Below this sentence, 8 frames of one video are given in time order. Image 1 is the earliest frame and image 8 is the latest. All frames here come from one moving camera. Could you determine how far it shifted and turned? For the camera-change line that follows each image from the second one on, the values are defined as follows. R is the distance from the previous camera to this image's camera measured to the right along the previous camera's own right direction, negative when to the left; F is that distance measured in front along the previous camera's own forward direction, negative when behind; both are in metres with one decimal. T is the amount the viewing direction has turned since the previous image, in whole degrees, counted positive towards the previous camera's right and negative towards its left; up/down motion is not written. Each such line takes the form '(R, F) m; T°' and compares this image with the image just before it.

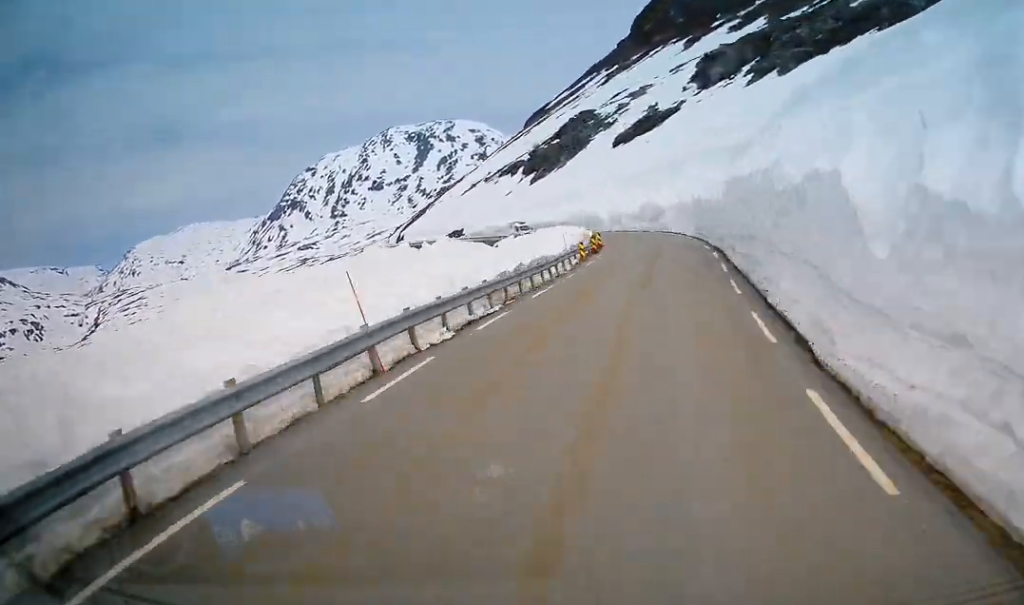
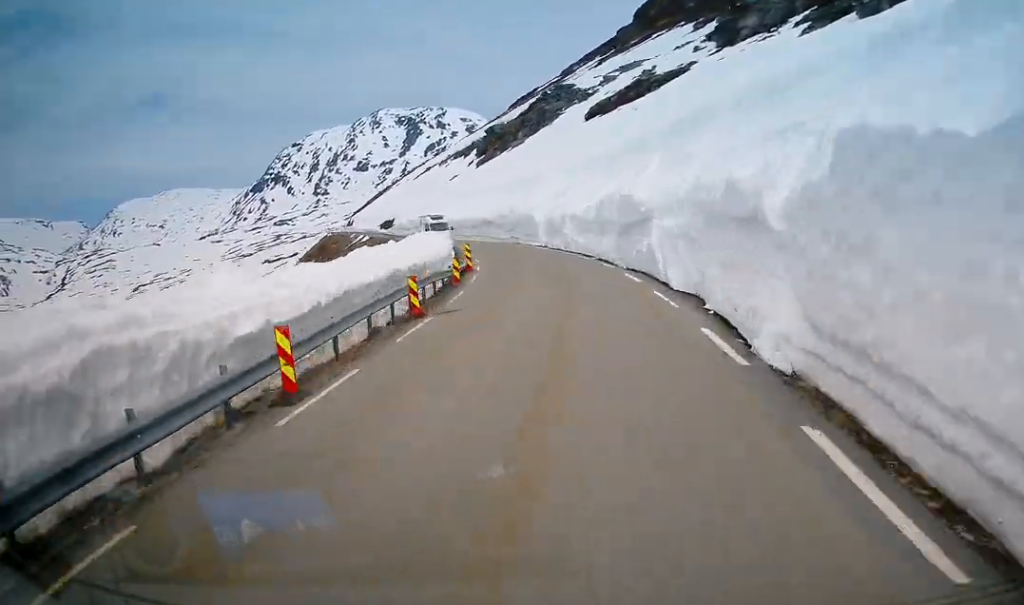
(+2.5, +39.6) m; -2°
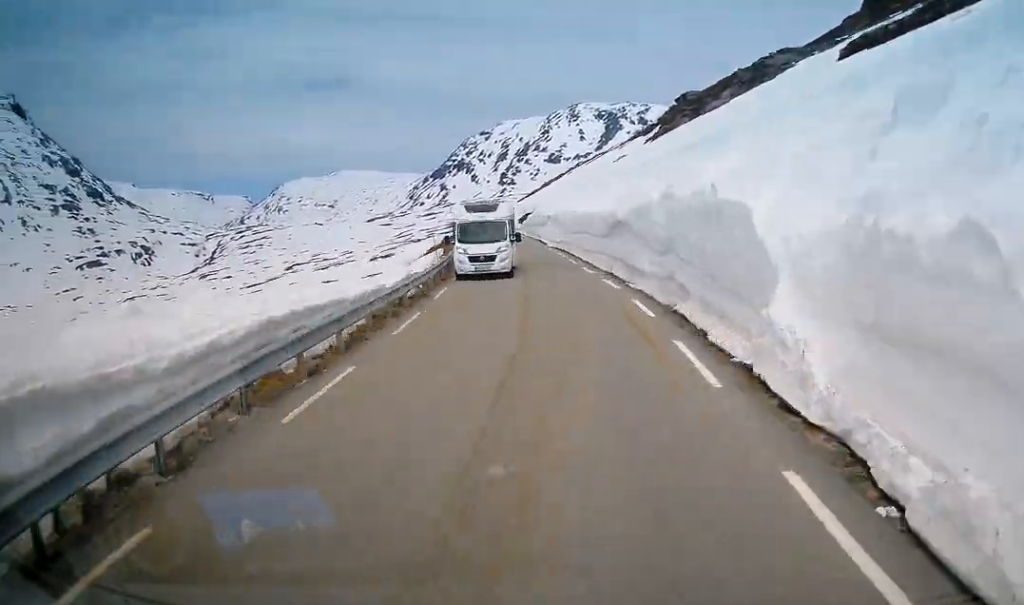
(-6.4, +63.3) m; -13°
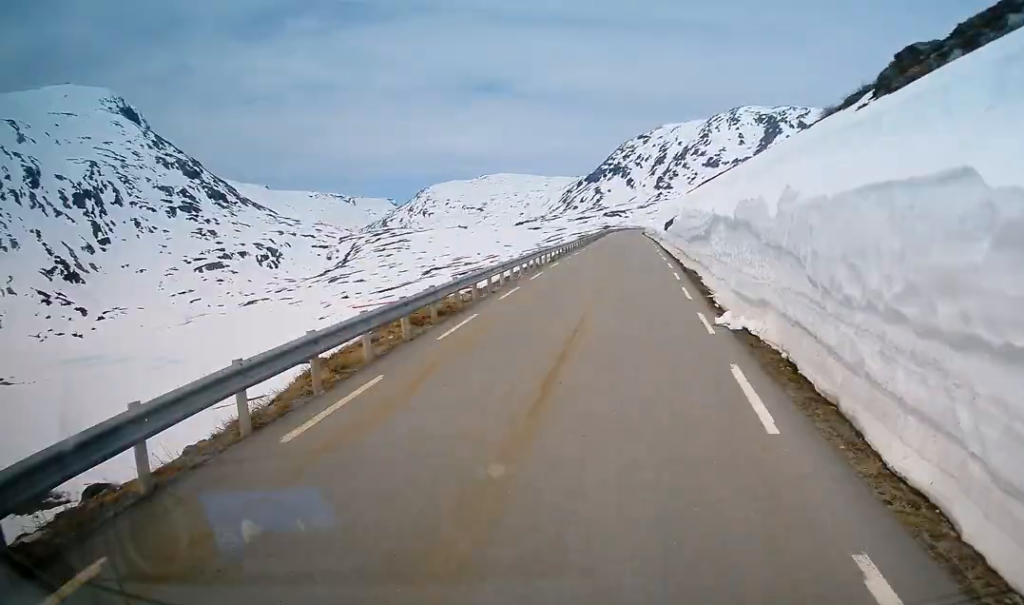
(-4.5, +52.7) m; -4°
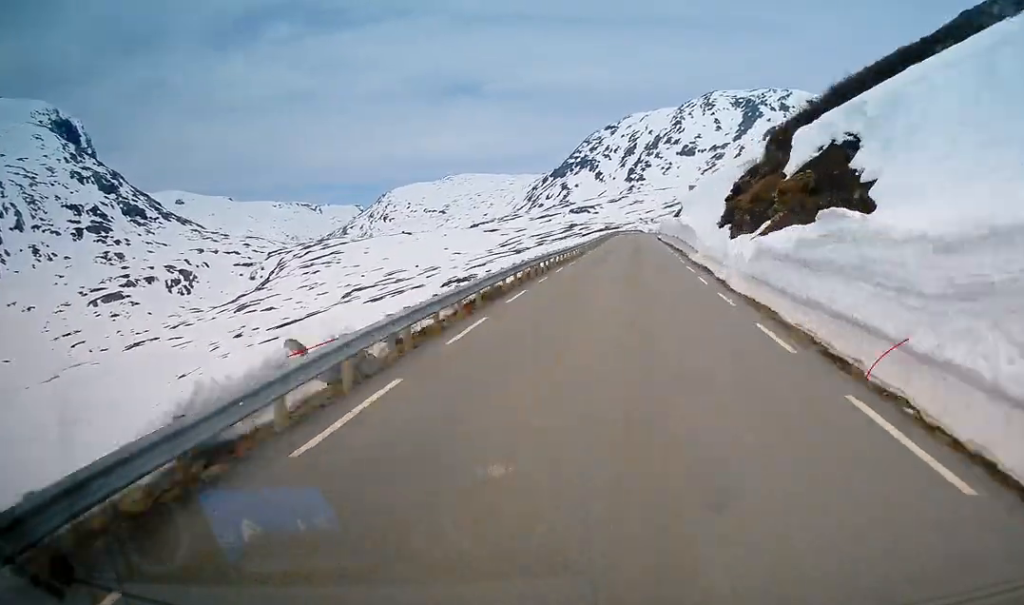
(-0.6, +188.8) m; +2°
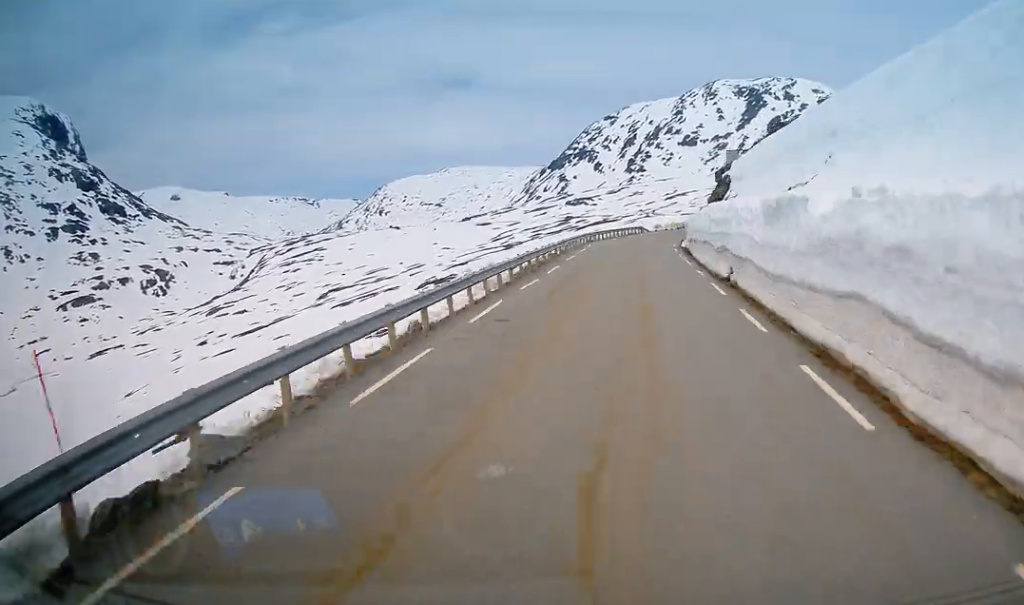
(+0.4, +56.4) m; +3°
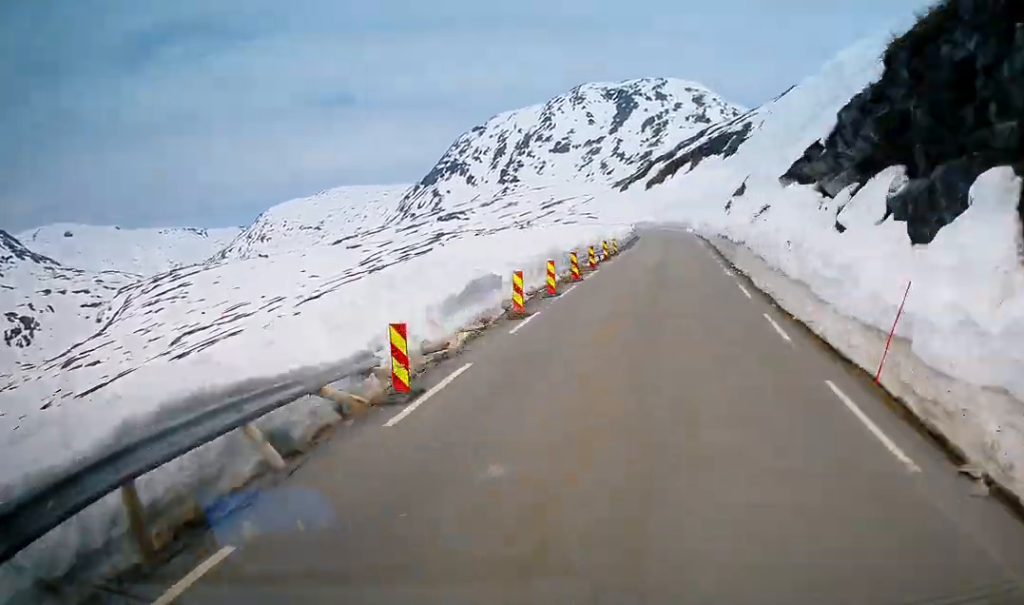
(+4.4, +85.9) m; +3°
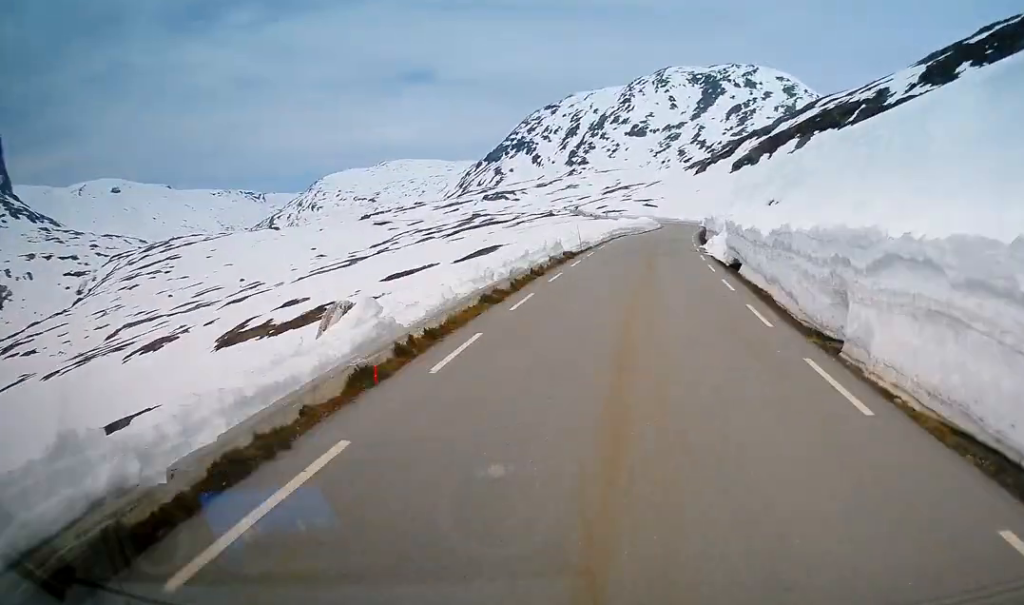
(+1.9, +154.3) m; -2°
